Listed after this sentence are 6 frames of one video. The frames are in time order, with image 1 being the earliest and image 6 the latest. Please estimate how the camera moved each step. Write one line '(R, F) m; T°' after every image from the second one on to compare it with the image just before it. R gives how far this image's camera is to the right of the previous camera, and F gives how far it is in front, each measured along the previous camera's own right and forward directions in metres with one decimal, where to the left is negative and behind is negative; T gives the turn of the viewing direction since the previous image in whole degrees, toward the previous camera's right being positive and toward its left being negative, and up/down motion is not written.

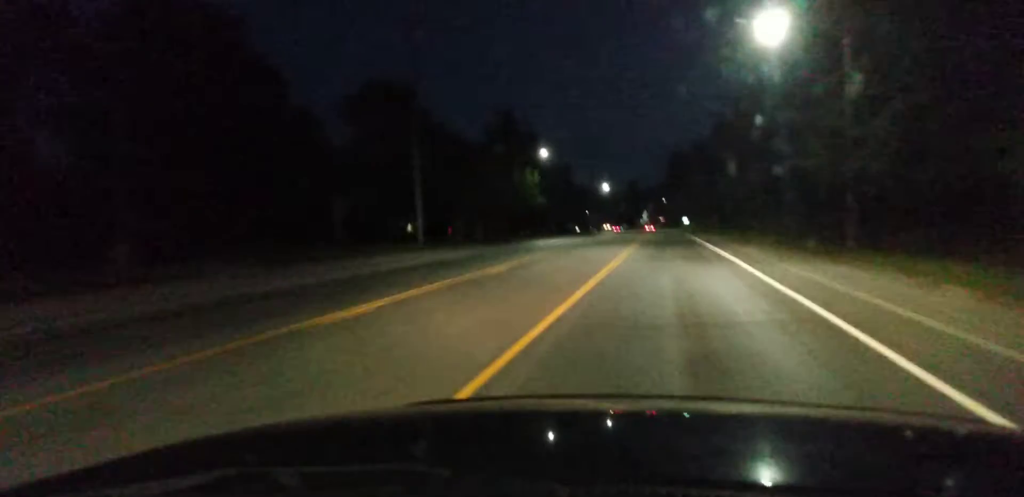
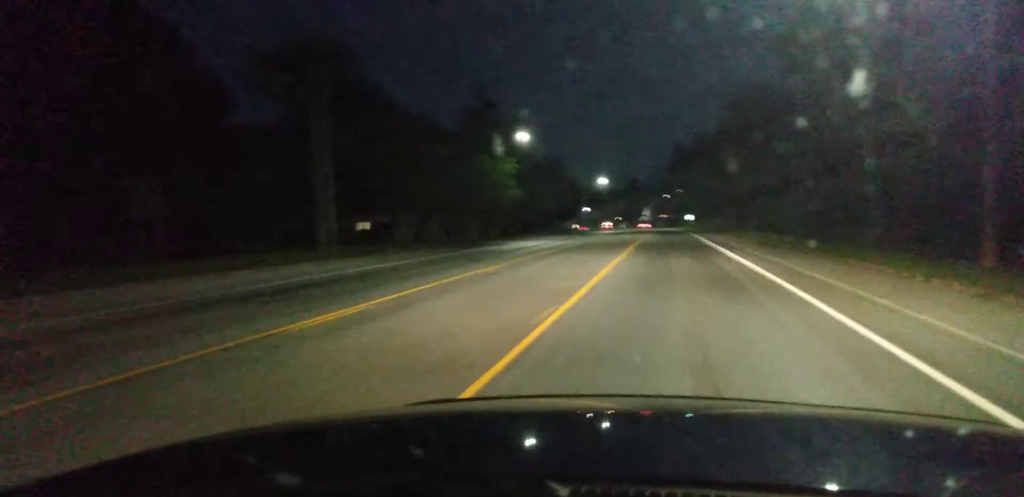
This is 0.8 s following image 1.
(-0.1, +14.1) m; 0°
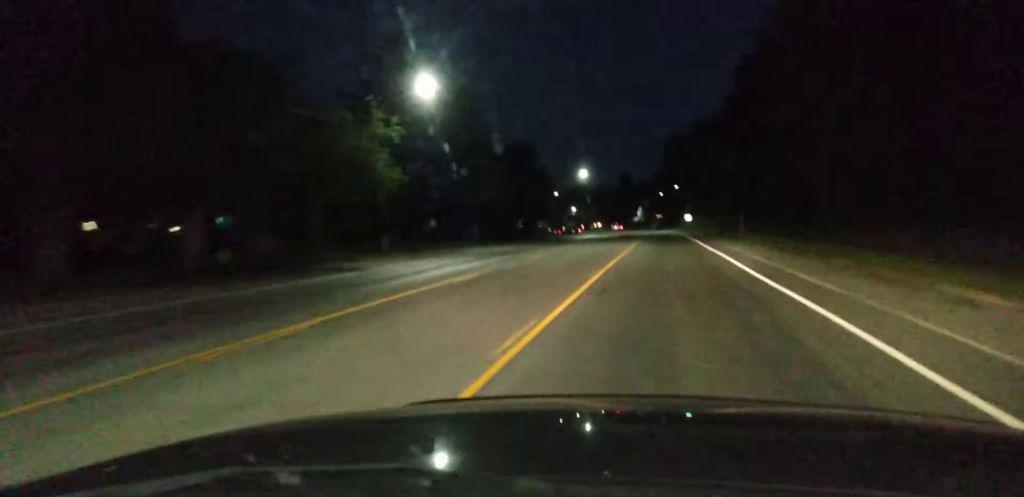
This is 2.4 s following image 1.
(+0.2, +25.9) m; 0°
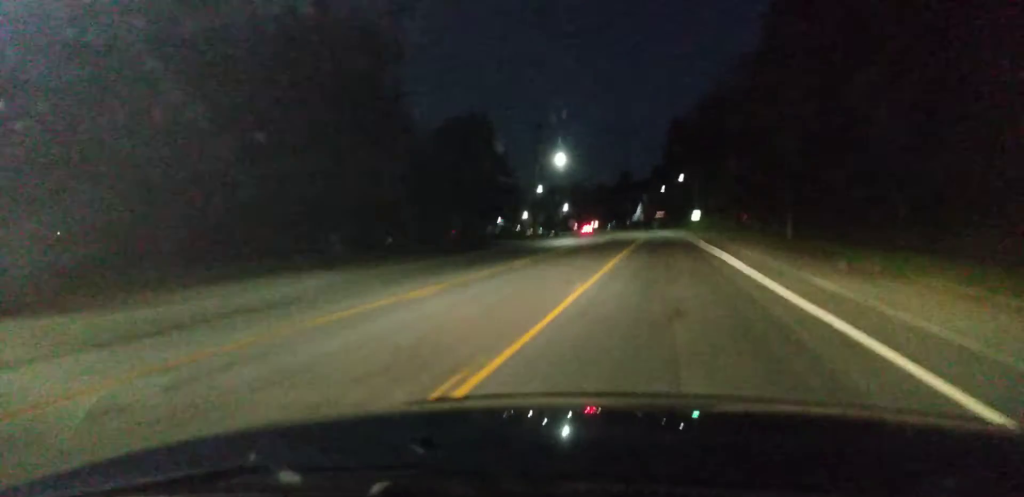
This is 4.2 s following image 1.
(-0.4, +28.0) m; 0°
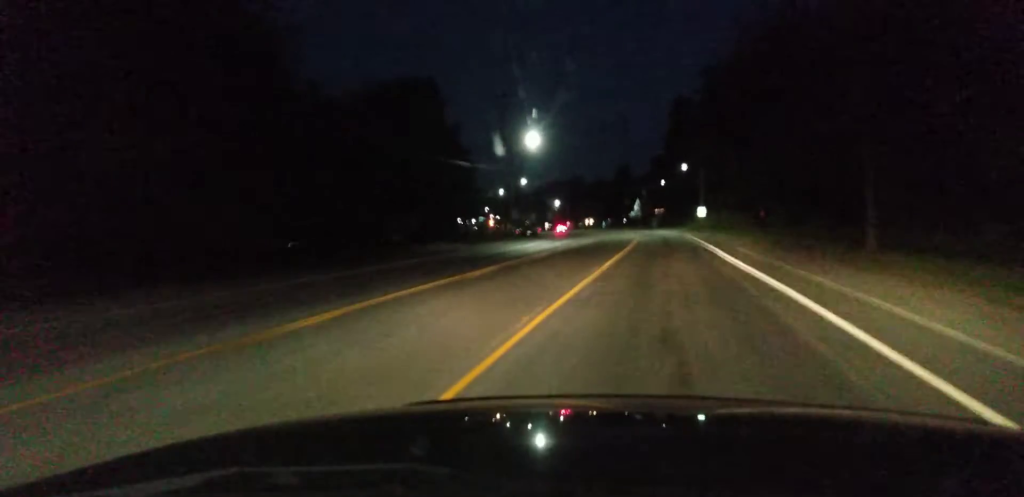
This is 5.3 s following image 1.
(+0.3, +18.8) m; +1°
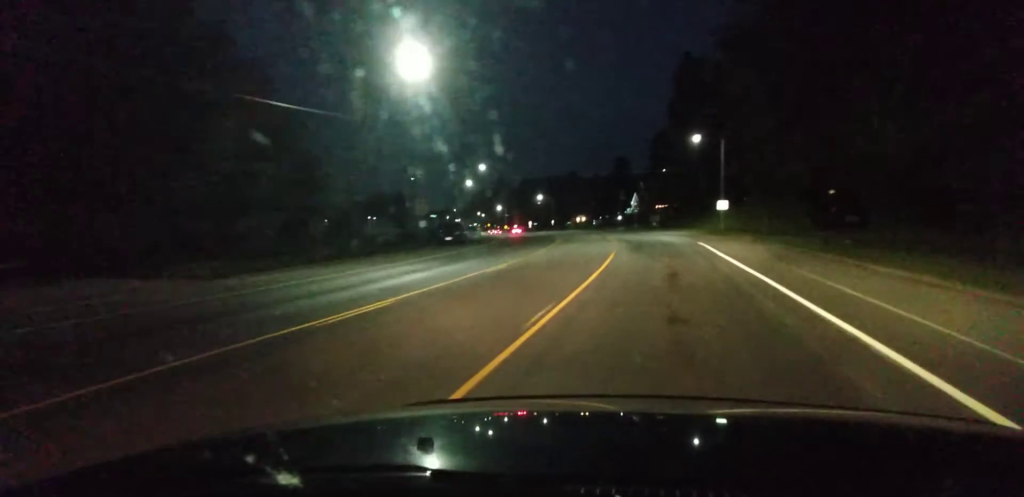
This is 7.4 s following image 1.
(-1.0, +34.1) m; -3°
